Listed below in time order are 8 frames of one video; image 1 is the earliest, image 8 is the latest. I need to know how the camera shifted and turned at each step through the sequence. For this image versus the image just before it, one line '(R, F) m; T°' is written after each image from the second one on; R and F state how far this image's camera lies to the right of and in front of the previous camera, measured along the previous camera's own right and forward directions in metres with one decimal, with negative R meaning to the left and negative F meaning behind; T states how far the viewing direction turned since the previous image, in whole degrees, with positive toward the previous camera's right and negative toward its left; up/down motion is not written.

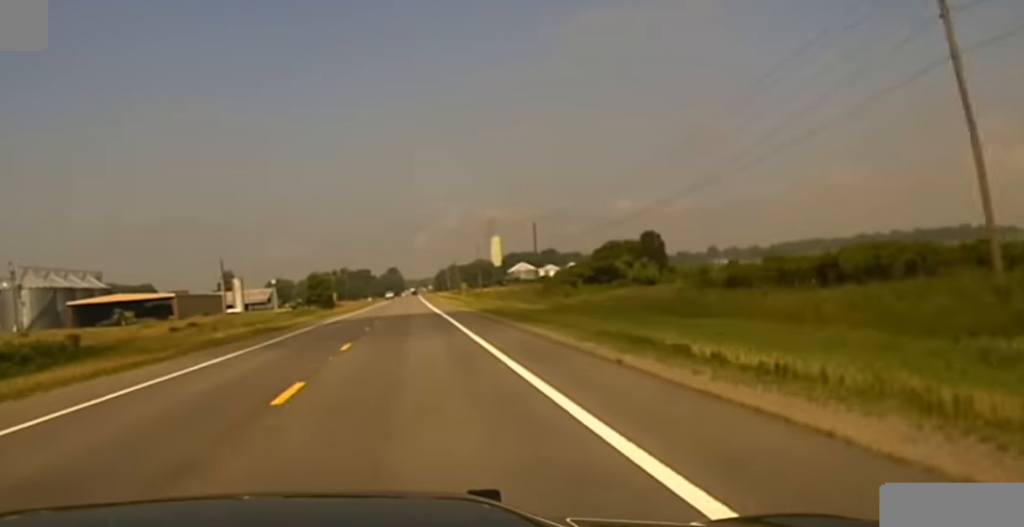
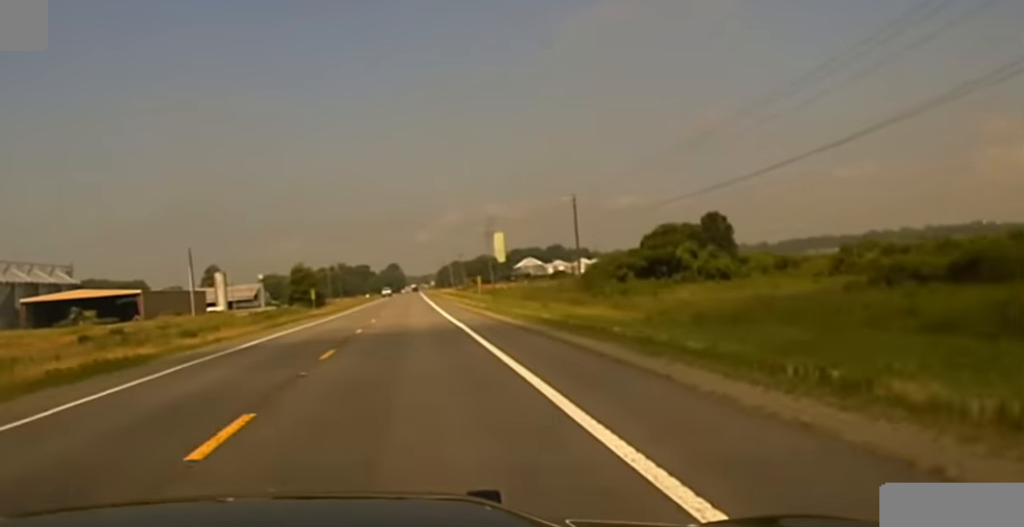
(0.0, +30.4) m; 0°
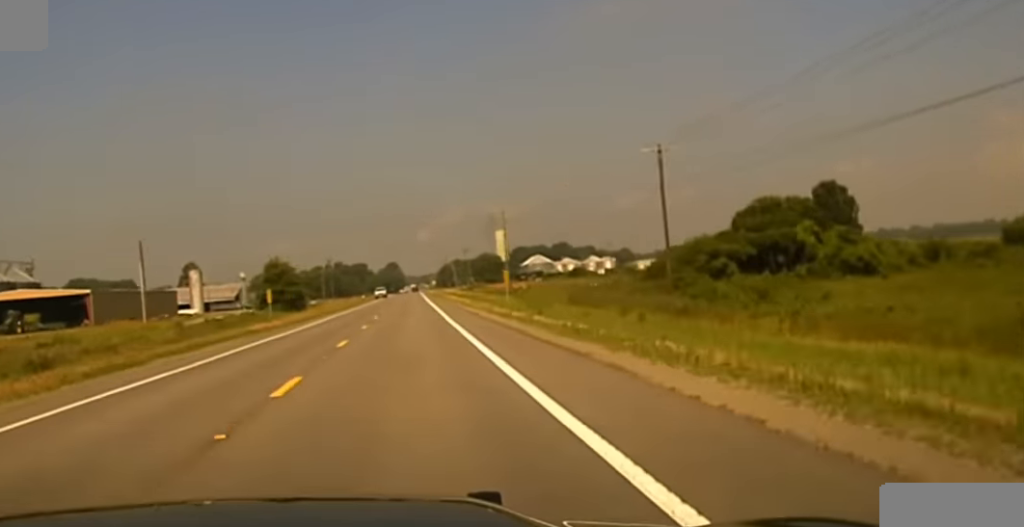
(0.0, +26.6) m; 0°
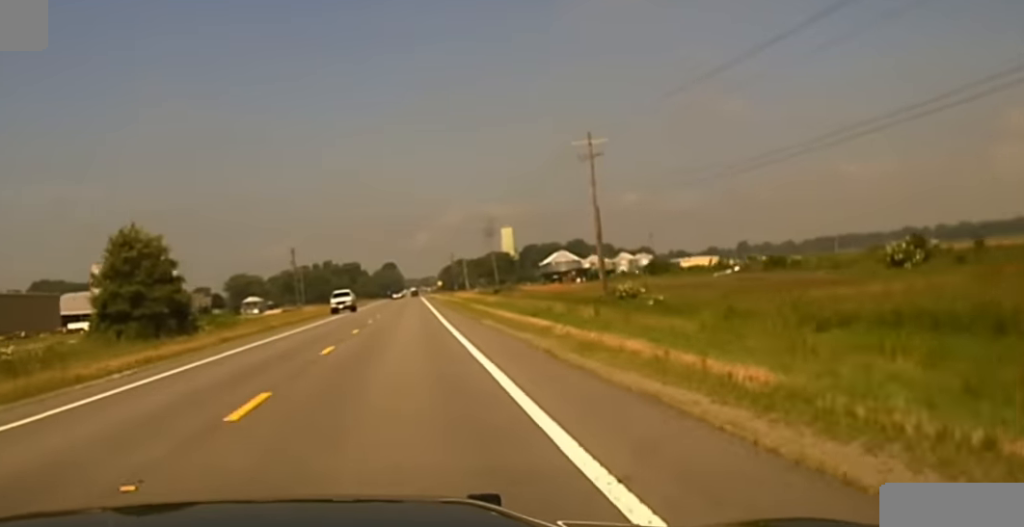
(0.0, +65.1) m; 0°
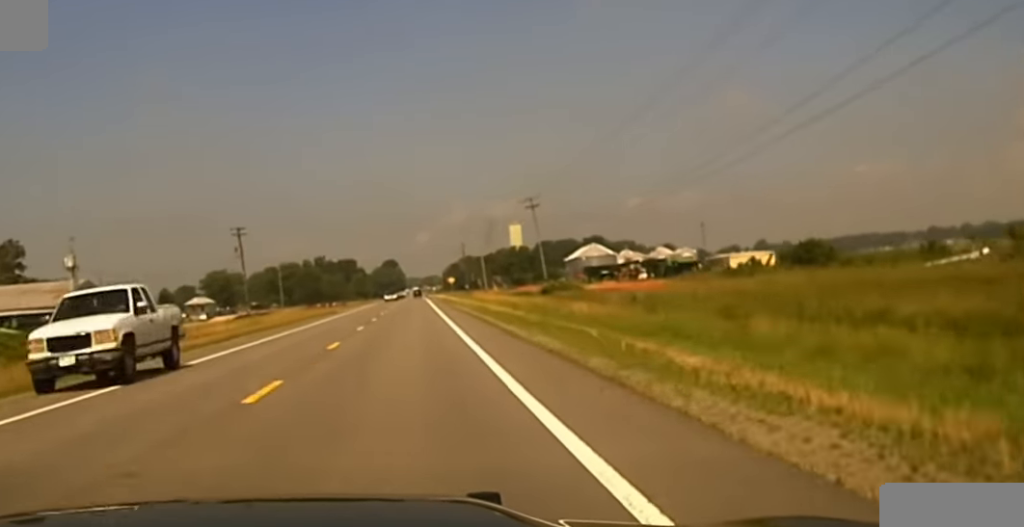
(0.0, +52.9) m; 0°
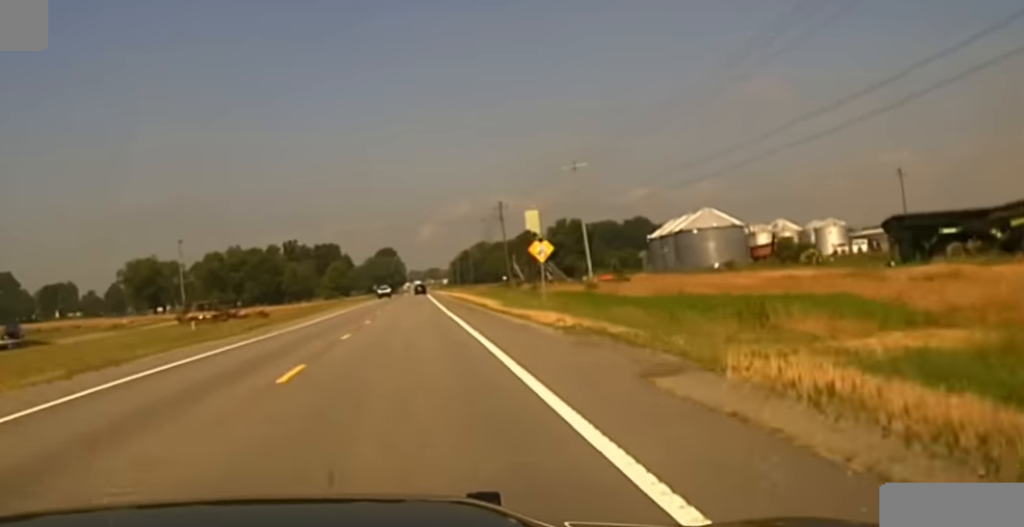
(+0.1, +124.8) m; 0°
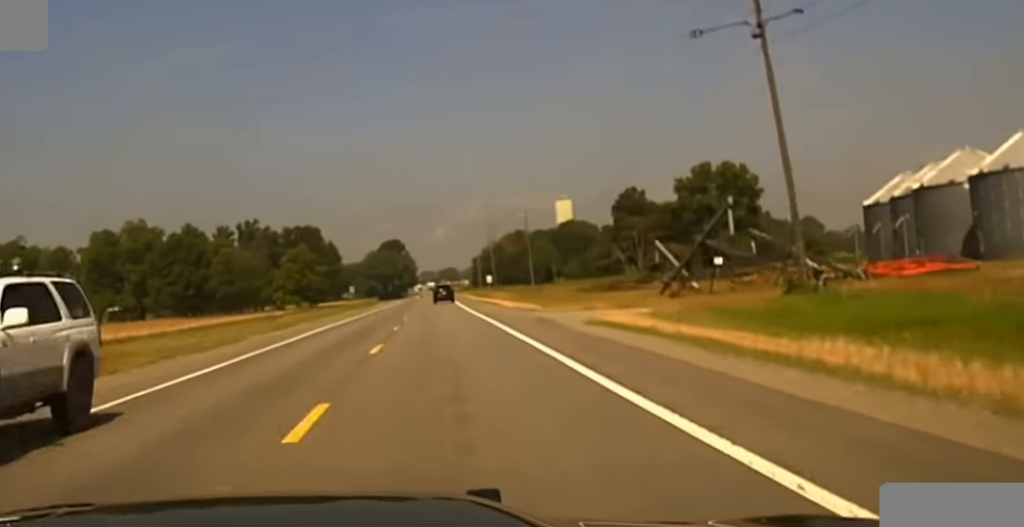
(-0.6, +131.2) m; -1°
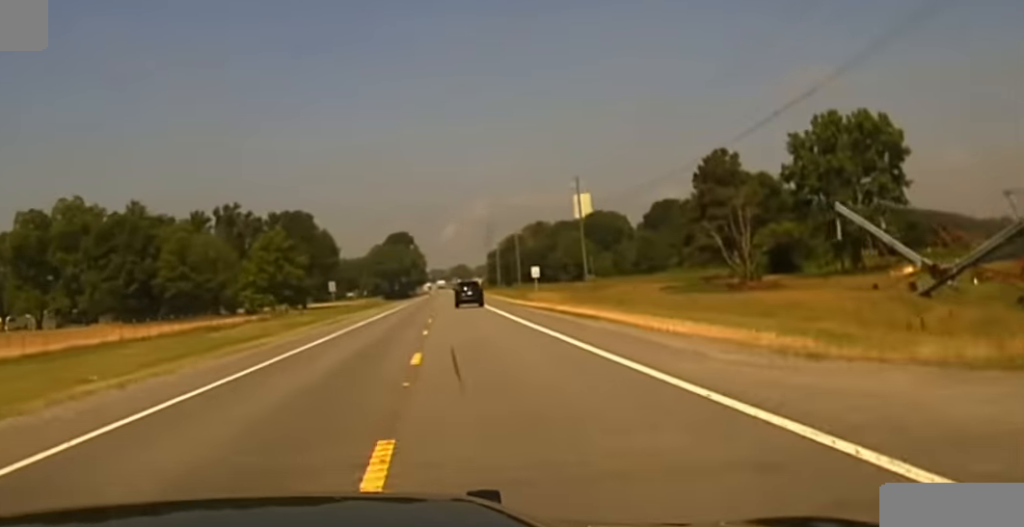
(-0.1, +39.6) m; 0°
